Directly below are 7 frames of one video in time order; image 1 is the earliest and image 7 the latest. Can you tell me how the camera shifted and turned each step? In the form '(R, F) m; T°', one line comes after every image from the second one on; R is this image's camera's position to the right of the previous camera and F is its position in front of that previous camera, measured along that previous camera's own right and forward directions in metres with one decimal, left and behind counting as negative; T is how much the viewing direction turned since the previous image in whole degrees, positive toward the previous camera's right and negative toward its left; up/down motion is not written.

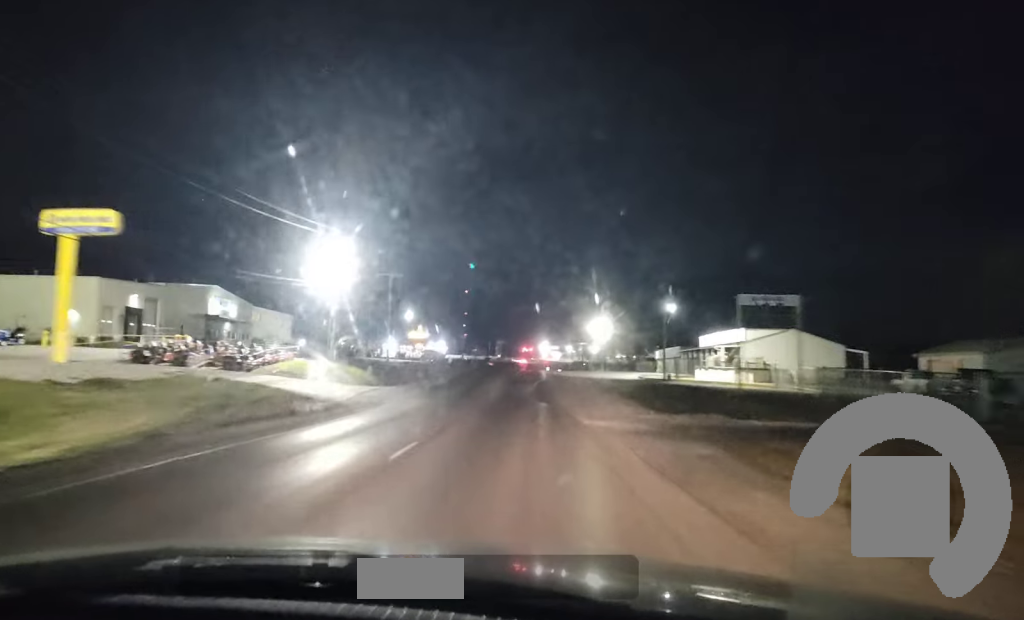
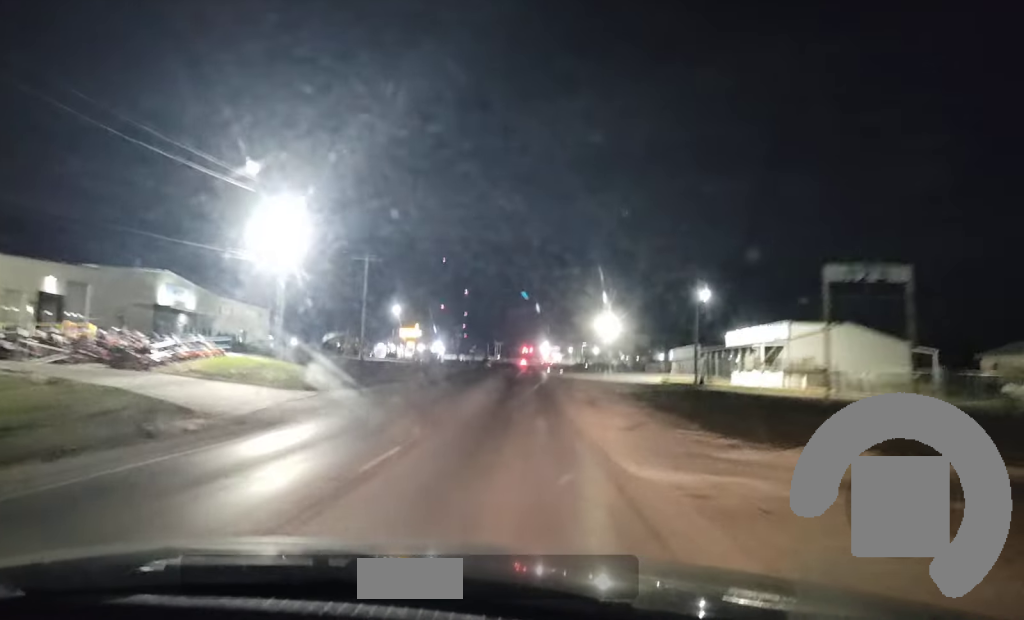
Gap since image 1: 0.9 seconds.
(0.0, +13.9) m; 0°
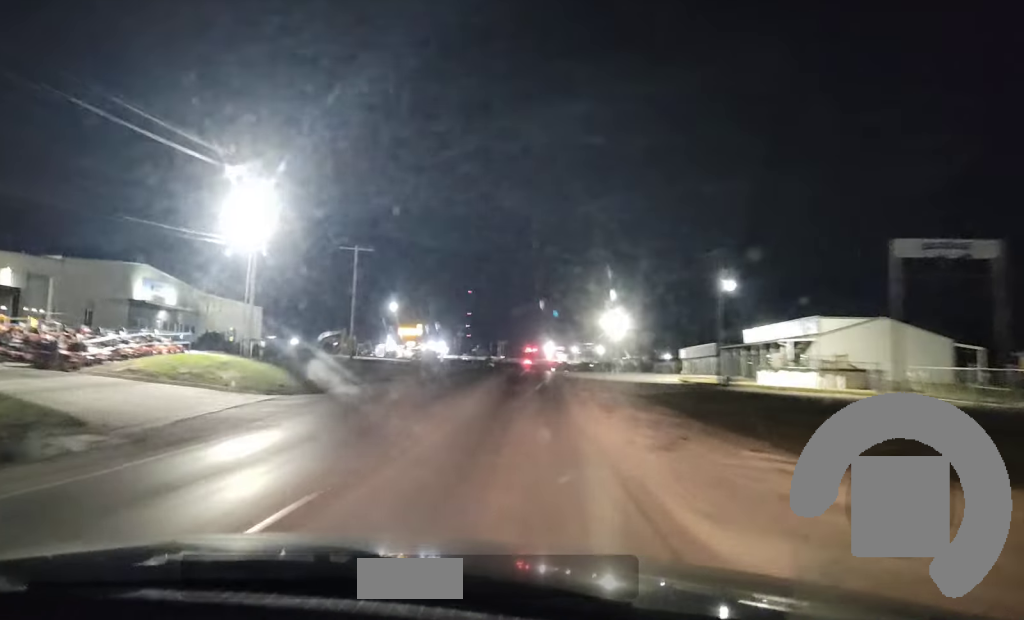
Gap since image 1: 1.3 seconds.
(0.0, +6.2) m; 0°
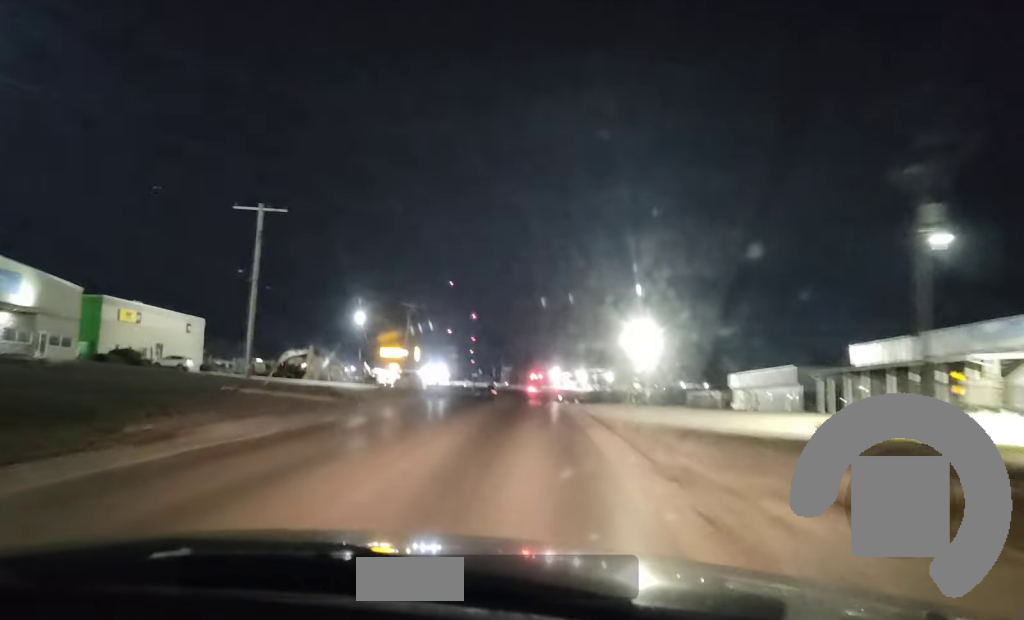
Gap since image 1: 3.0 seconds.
(-0.2, +27.2) m; -1°
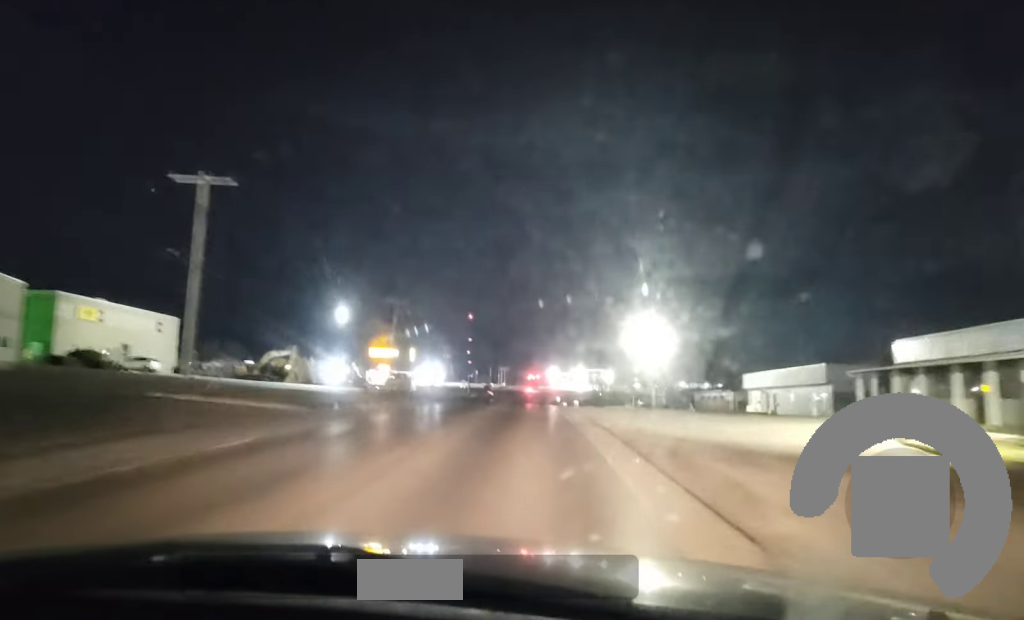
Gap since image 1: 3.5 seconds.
(0.0, +7.8) m; 0°
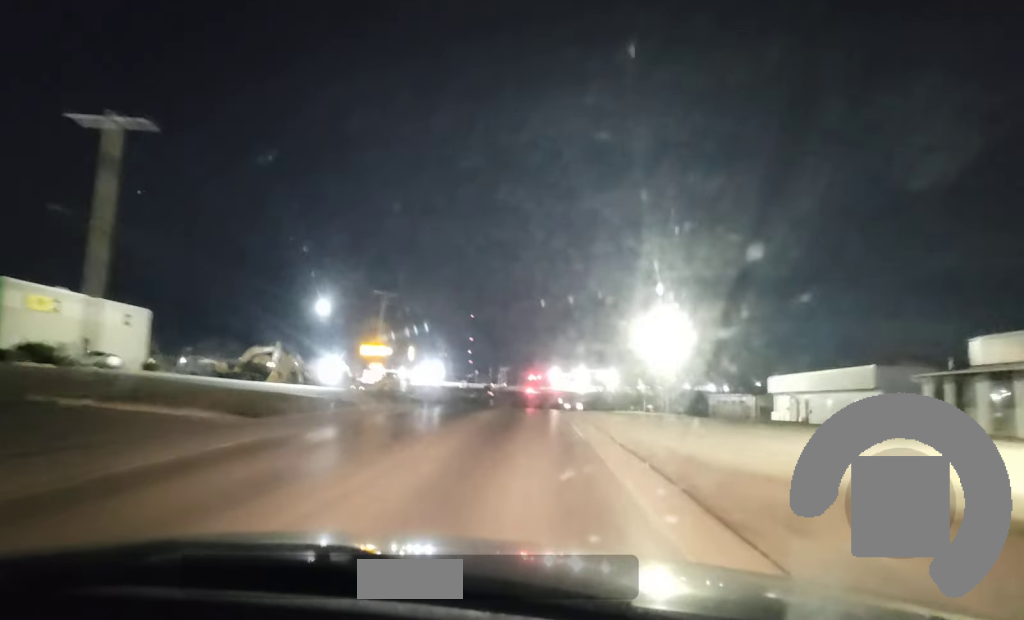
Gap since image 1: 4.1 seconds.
(+0.1, +8.6) m; 0°
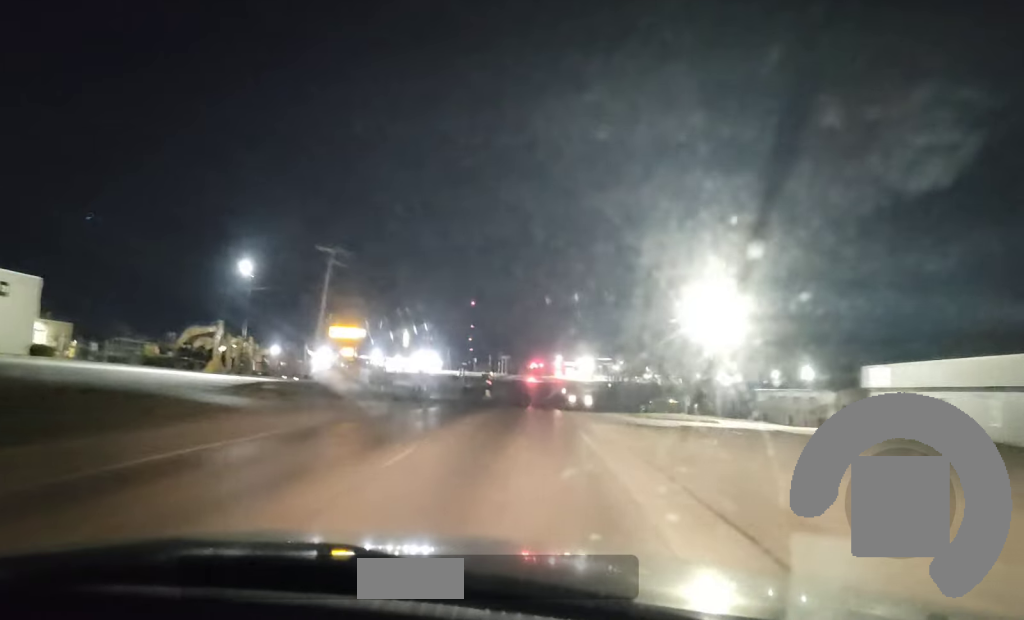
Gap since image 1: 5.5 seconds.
(-0.3, +22.4) m; -1°
